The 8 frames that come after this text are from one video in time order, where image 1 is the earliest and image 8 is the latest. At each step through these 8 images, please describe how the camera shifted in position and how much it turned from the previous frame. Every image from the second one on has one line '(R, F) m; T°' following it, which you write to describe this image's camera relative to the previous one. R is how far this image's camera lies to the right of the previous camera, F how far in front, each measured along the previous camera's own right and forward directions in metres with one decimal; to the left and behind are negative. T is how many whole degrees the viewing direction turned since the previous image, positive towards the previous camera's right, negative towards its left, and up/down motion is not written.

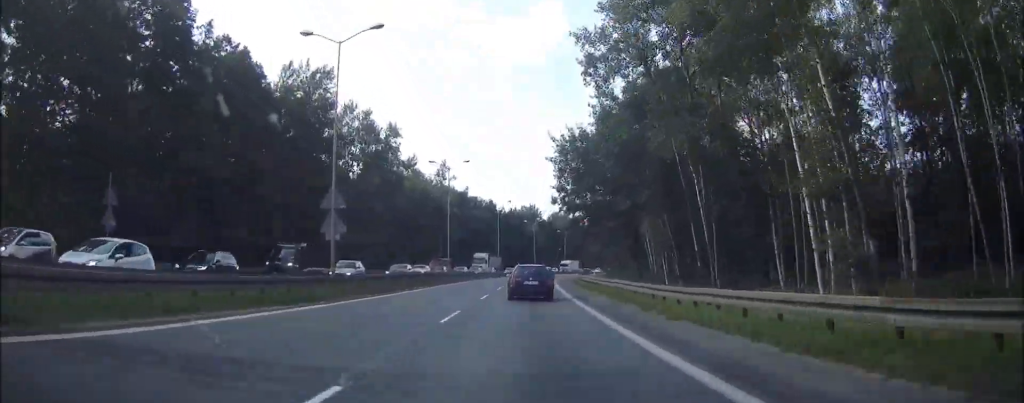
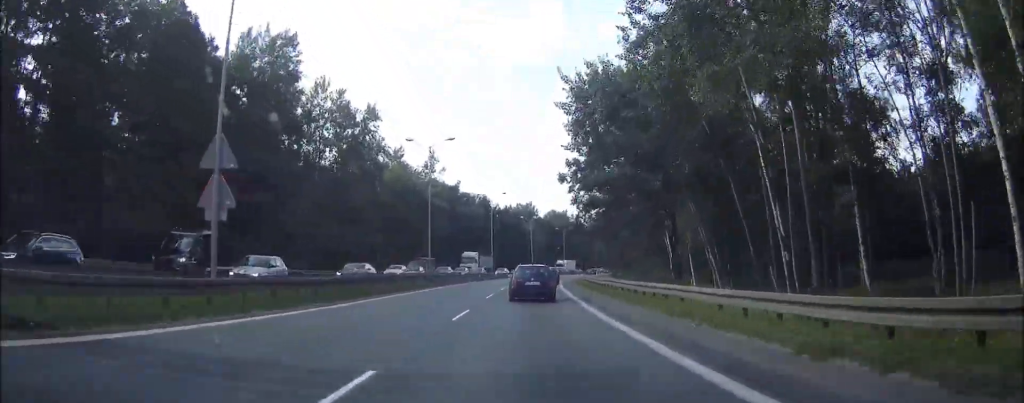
(0.0, +11.1) m; 0°
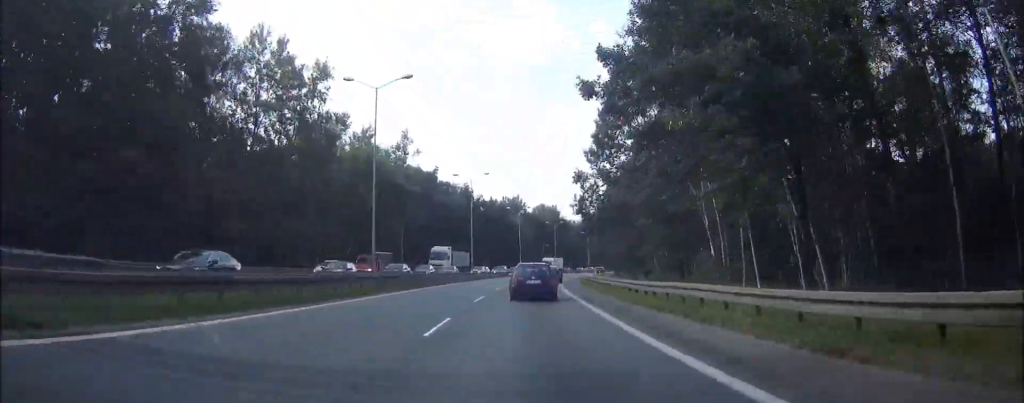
(0.0, +16.6) m; +1°
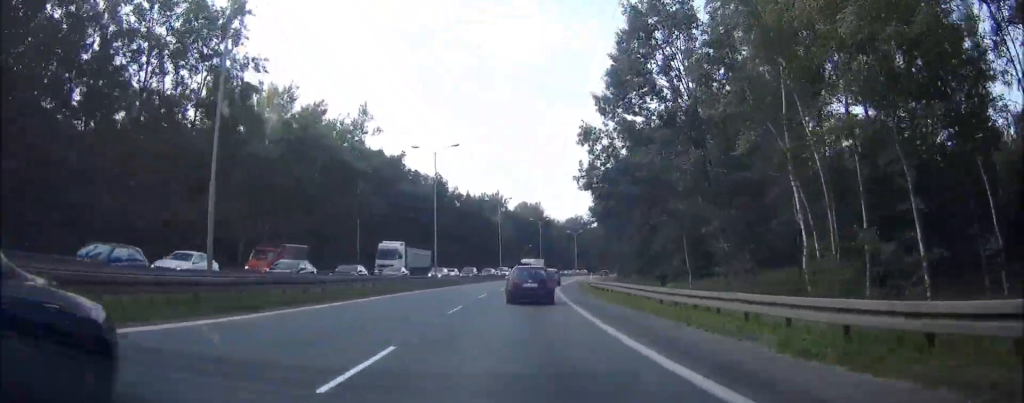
(+0.1, +17.9) m; +4°
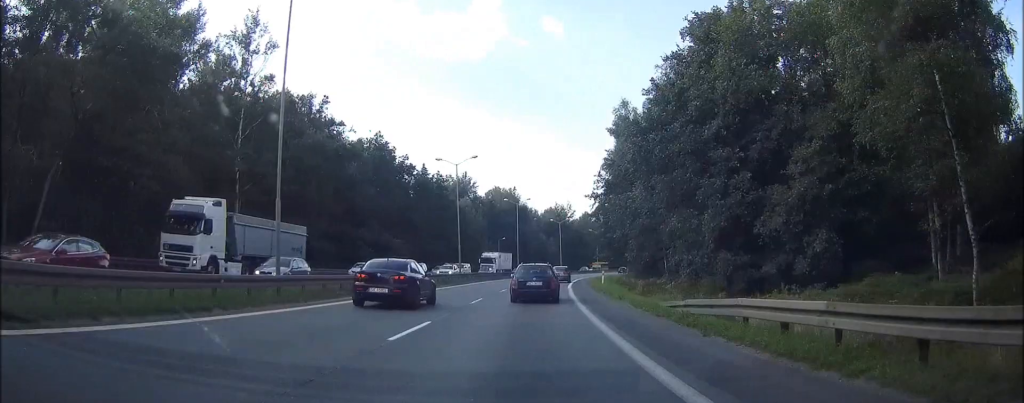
(+2.1, +31.5) m; +4°
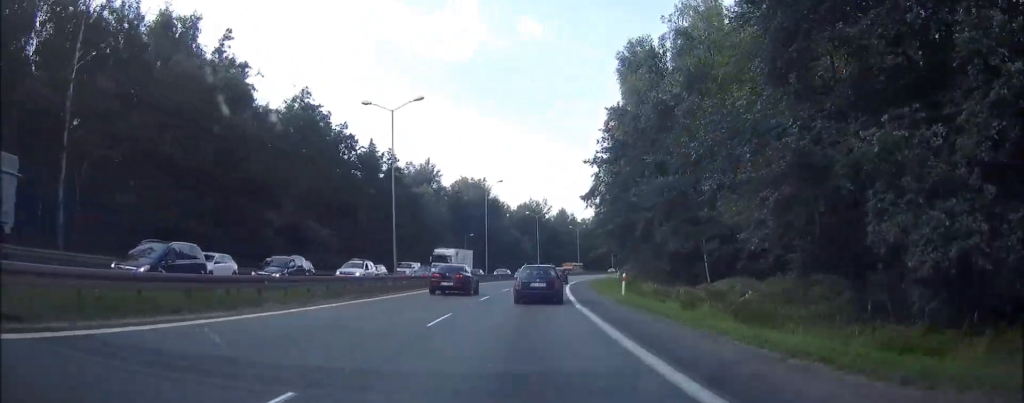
(0.0, +21.3) m; 0°
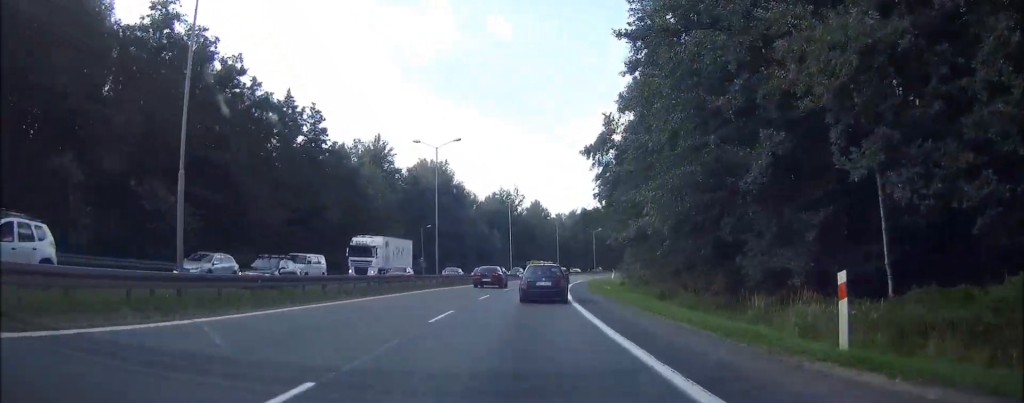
(0.0, +24.1) m; 0°
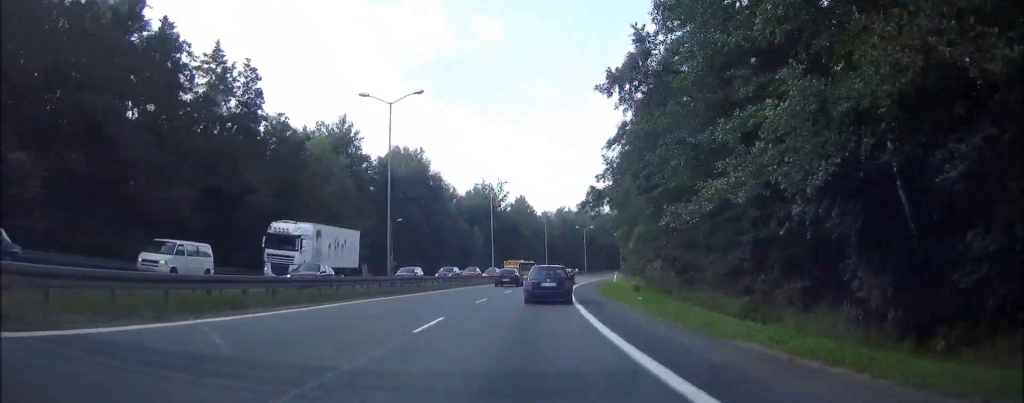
(0.0, +14.5) m; 0°
